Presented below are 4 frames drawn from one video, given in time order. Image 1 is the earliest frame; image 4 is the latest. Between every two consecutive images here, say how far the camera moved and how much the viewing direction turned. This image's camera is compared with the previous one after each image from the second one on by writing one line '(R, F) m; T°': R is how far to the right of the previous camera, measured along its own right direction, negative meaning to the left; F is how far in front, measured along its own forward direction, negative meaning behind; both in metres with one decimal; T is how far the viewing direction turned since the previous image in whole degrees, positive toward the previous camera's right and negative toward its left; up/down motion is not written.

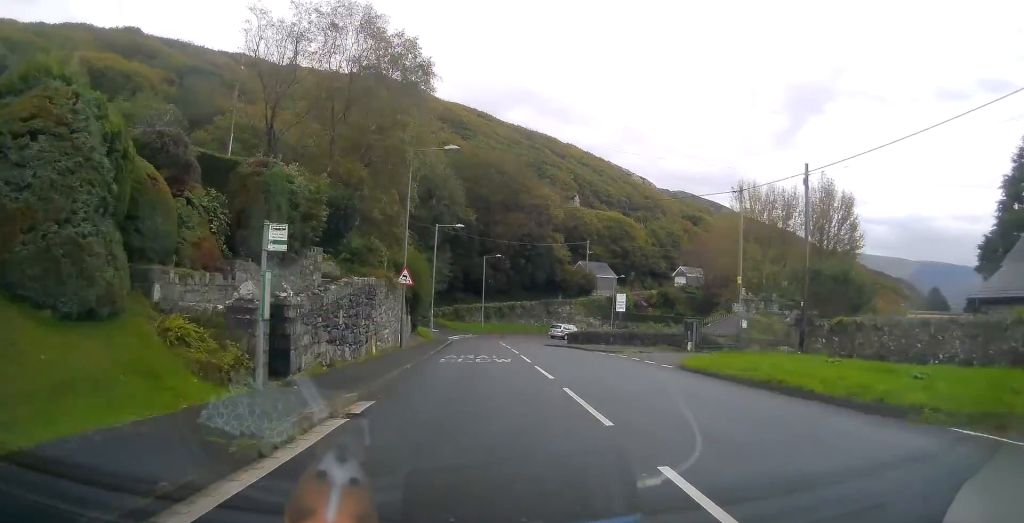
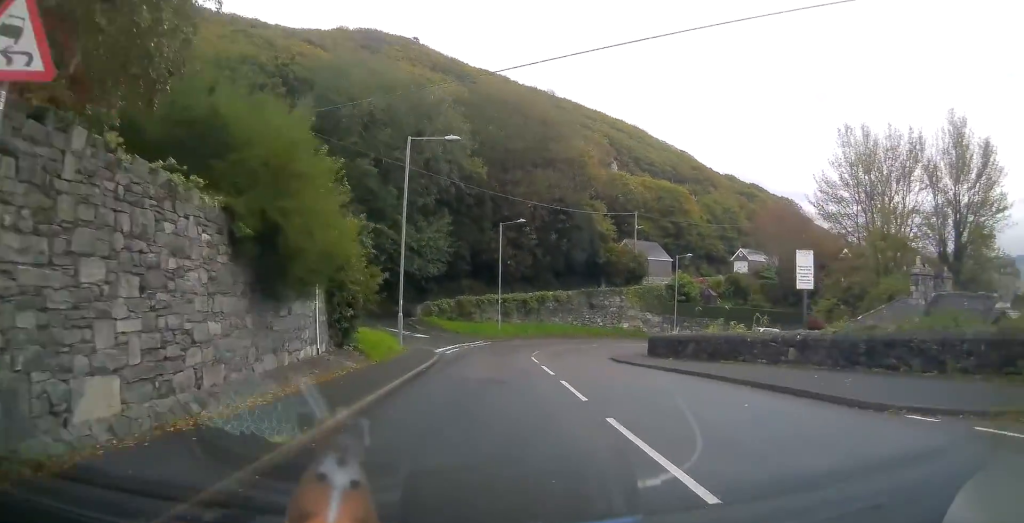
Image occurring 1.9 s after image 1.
(-0.8, +22.7) m; -1°
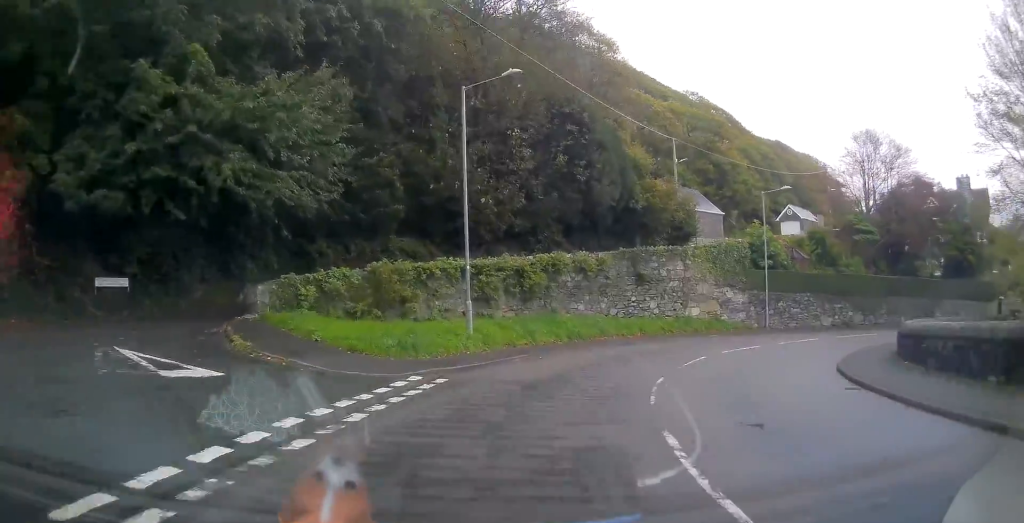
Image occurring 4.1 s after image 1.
(+0.4, +26.5) m; +6°
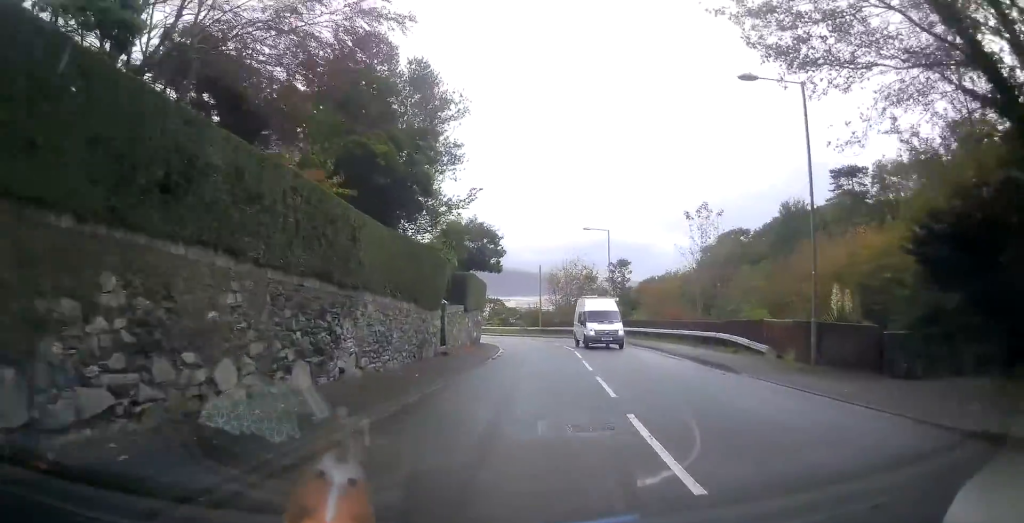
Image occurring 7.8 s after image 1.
(+22.3, +33.8) m; +62°
